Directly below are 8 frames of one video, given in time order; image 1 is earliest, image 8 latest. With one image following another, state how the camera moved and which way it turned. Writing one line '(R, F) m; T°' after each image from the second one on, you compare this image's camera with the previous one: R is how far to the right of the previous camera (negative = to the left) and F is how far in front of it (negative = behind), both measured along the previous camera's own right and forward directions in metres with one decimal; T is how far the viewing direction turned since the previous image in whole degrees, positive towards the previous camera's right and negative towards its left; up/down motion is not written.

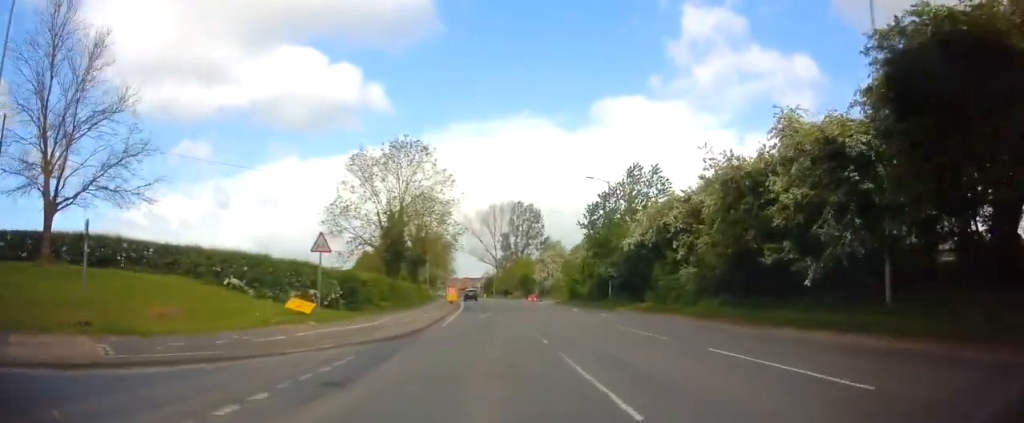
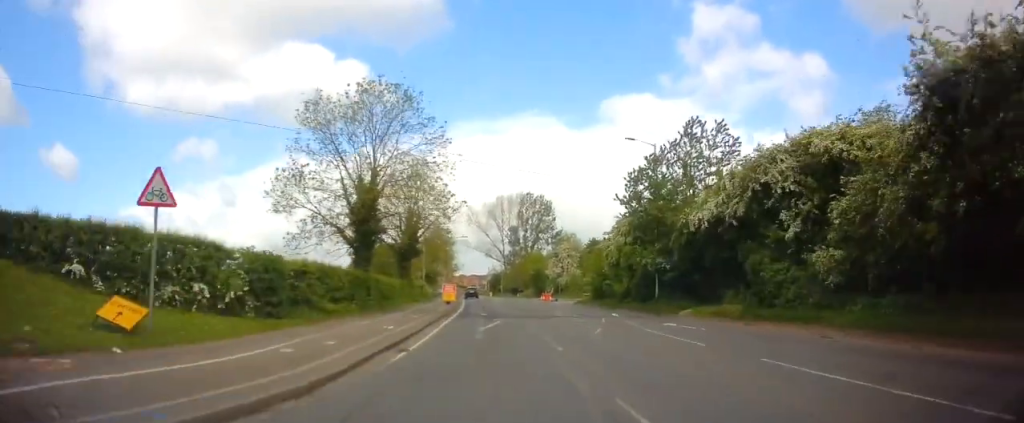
(+0.1, +11.0) m; -1°
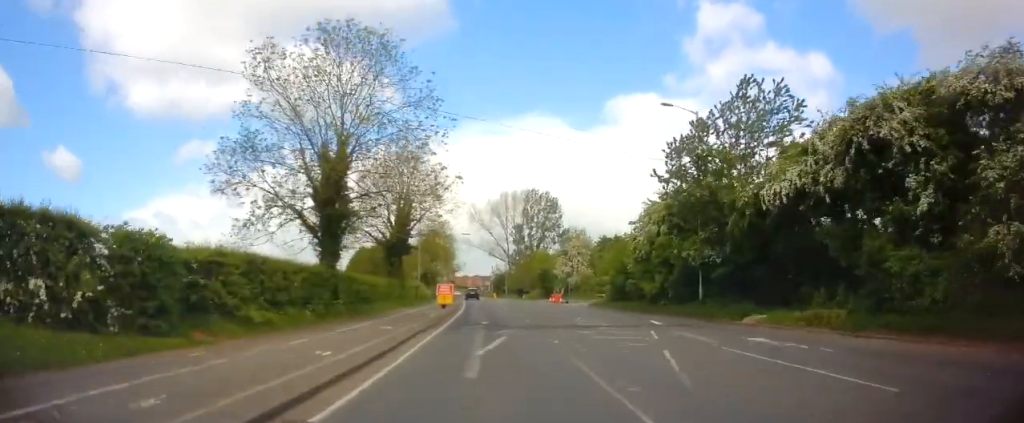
(0.0, +6.6) m; -1°
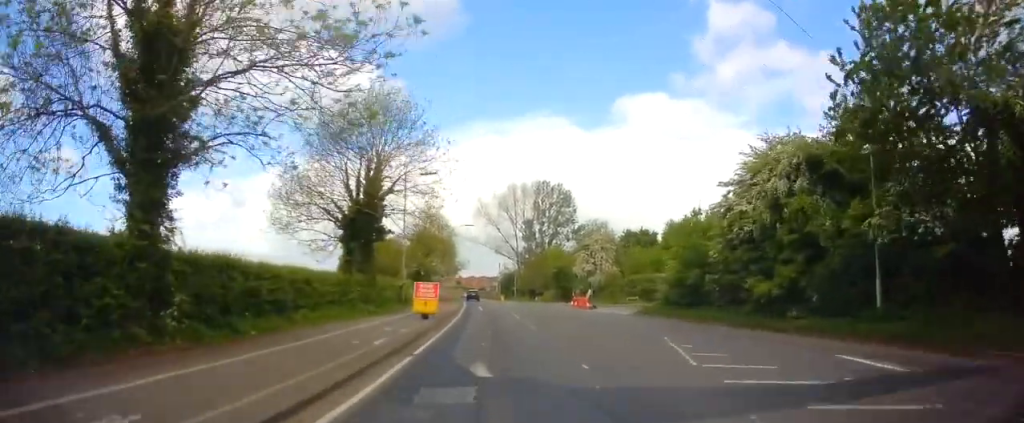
(-0.5, +12.9) m; -1°
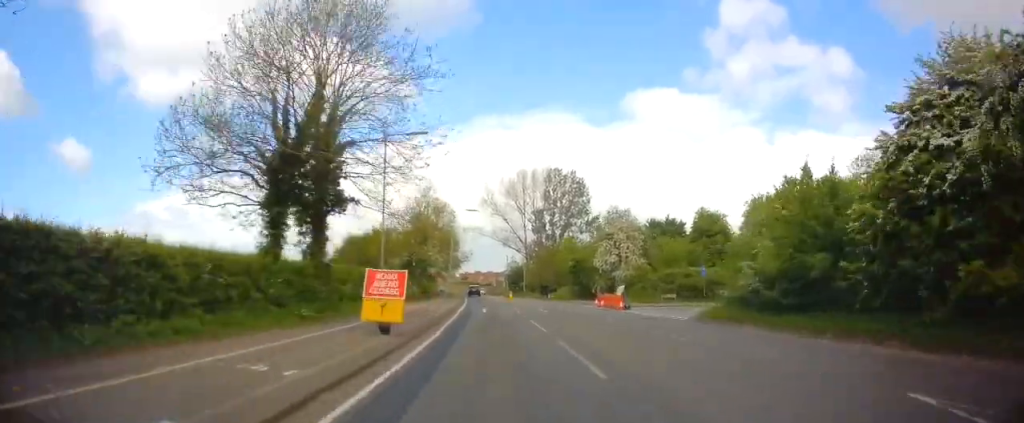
(+0.3, +10.0) m; 0°
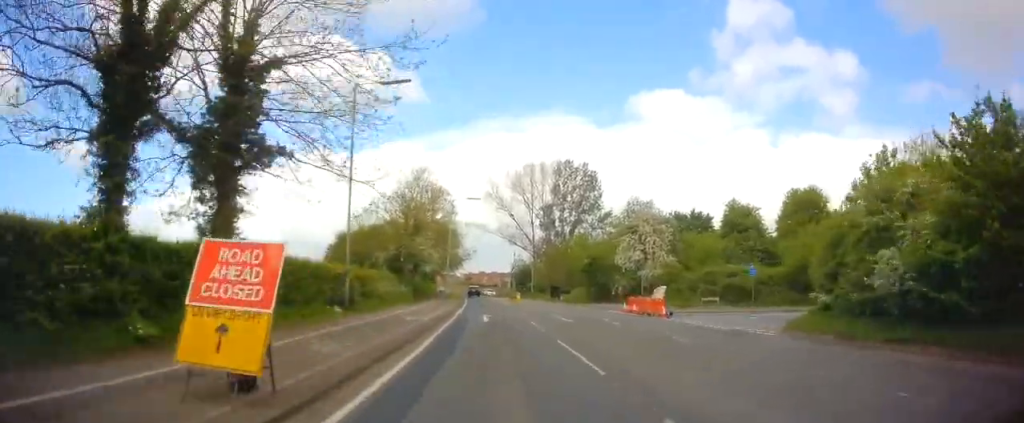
(+0.1, +8.4) m; 0°
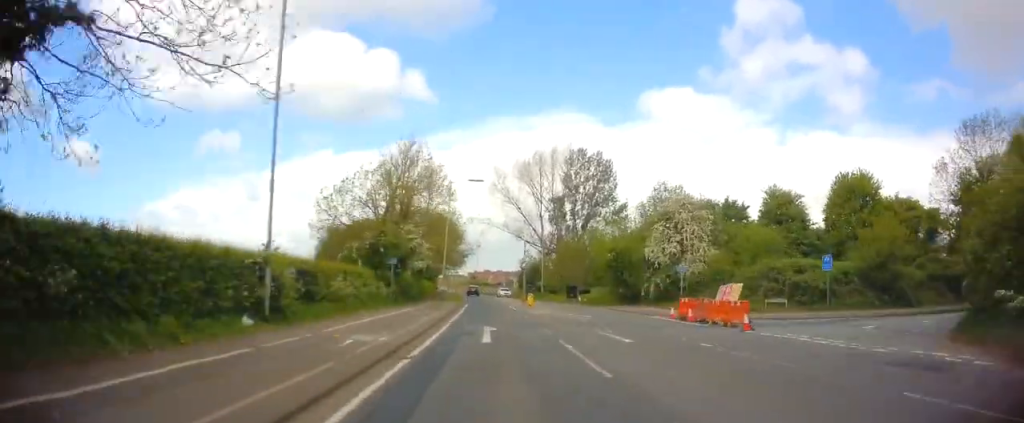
(-0.2, +9.0) m; -1°
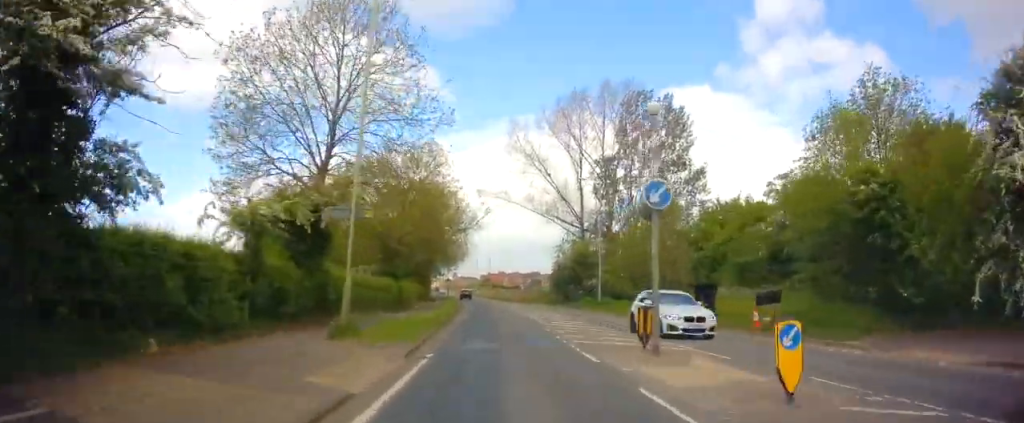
(-0.3, +32.9) m; -1°
